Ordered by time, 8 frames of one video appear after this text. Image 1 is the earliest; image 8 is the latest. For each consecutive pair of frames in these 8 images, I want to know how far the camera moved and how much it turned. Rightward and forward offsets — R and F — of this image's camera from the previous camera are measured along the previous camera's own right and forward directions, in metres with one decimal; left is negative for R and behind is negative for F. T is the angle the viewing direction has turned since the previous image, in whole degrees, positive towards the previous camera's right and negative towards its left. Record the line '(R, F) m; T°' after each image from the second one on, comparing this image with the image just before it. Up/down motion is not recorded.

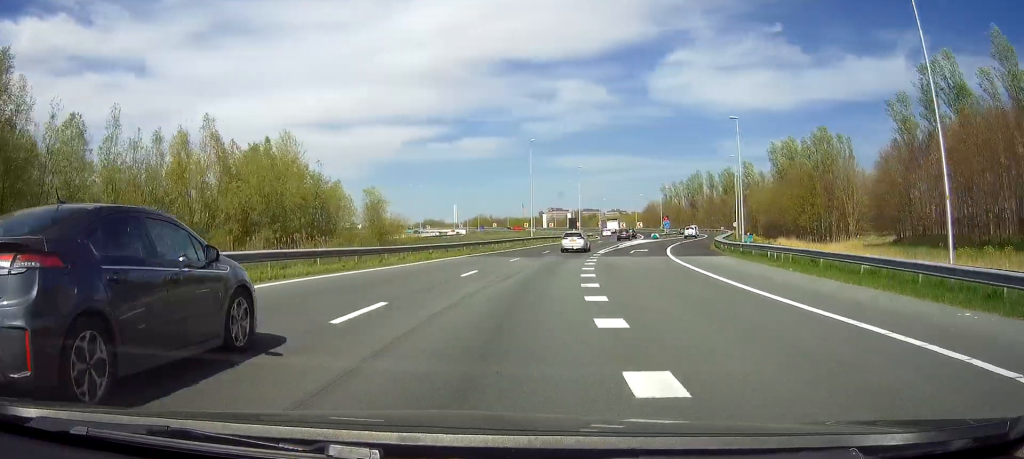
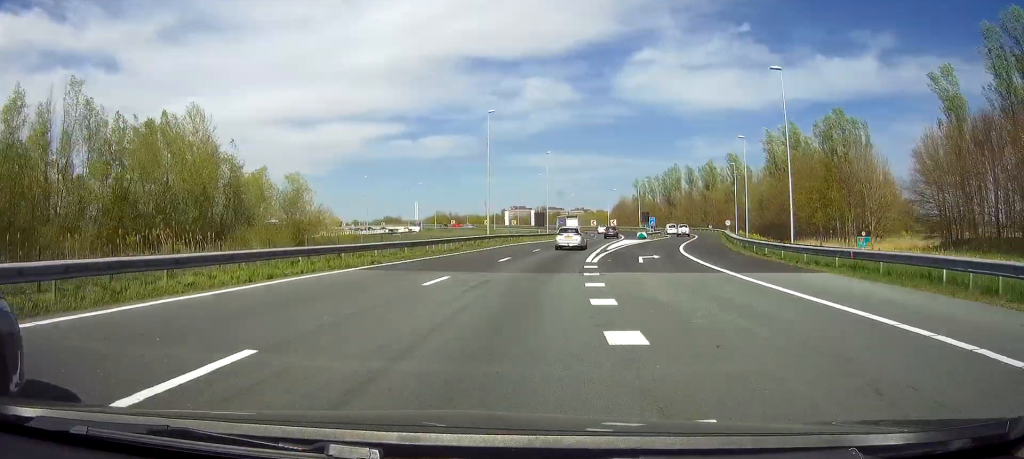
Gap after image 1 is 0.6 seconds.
(+0.7, +17.2) m; +3°
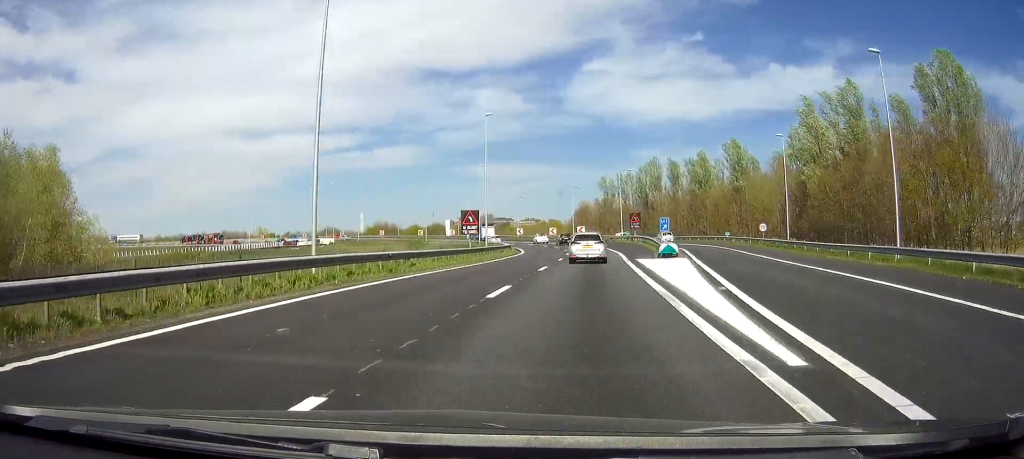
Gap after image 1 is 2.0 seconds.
(+2.0, +37.3) m; +5°
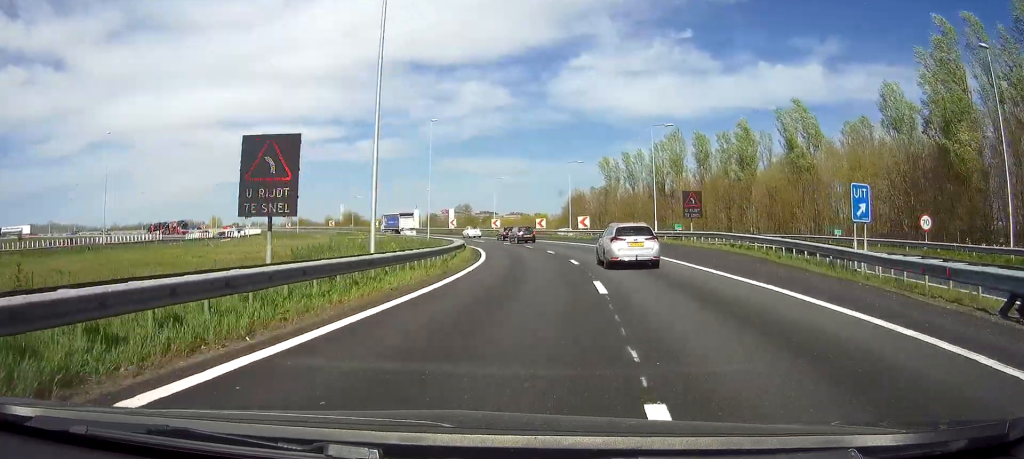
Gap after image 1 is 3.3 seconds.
(+0.8, +35.3) m; +1°
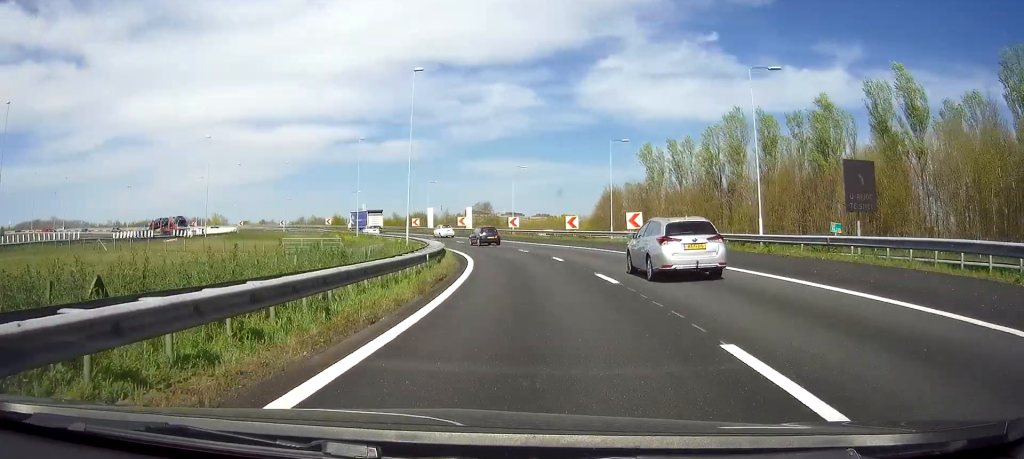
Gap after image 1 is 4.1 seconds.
(-0.1, +21.3) m; -2°
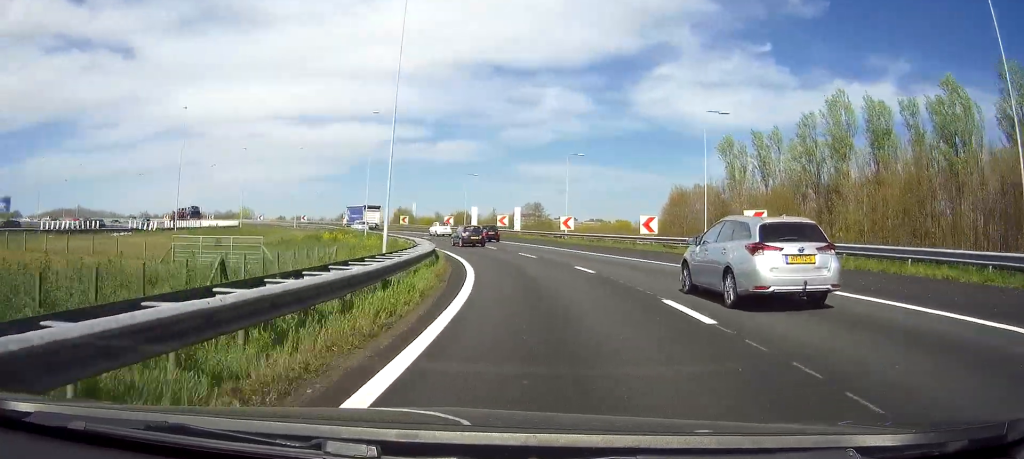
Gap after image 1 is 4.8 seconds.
(-0.6, +18.4) m; -4°
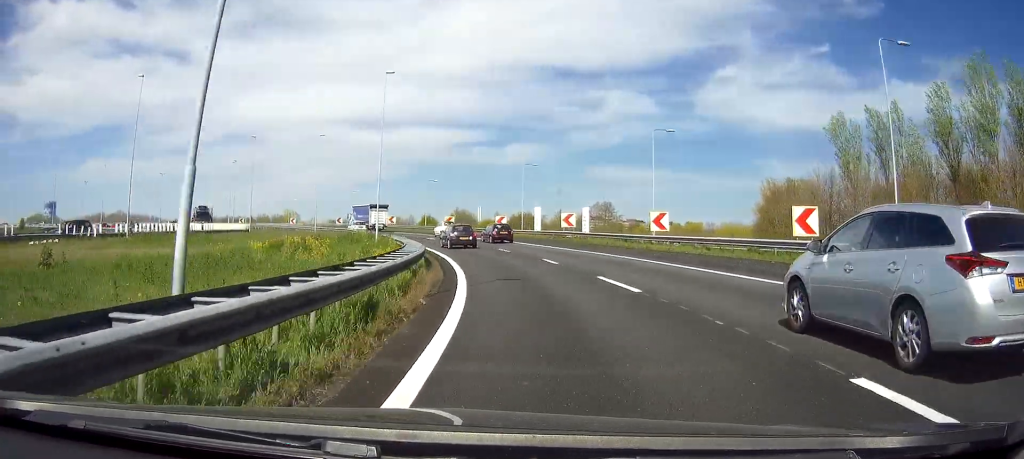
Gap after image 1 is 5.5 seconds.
(-0.6, +18.2) m; -5°
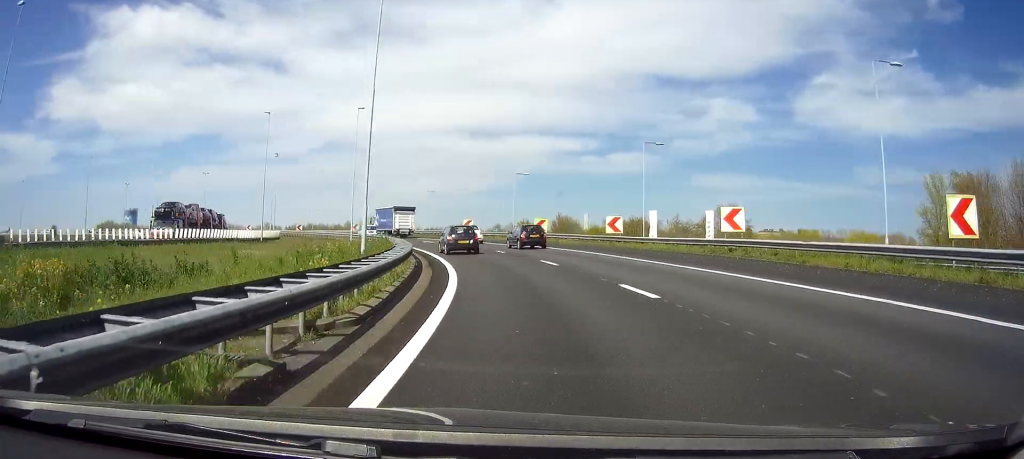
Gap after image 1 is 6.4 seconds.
(-1.4, +24.0) m; -8°
